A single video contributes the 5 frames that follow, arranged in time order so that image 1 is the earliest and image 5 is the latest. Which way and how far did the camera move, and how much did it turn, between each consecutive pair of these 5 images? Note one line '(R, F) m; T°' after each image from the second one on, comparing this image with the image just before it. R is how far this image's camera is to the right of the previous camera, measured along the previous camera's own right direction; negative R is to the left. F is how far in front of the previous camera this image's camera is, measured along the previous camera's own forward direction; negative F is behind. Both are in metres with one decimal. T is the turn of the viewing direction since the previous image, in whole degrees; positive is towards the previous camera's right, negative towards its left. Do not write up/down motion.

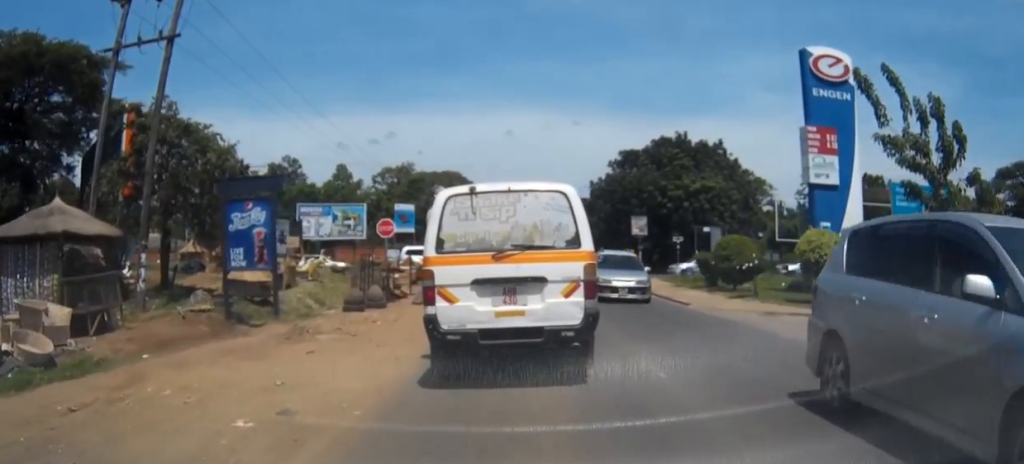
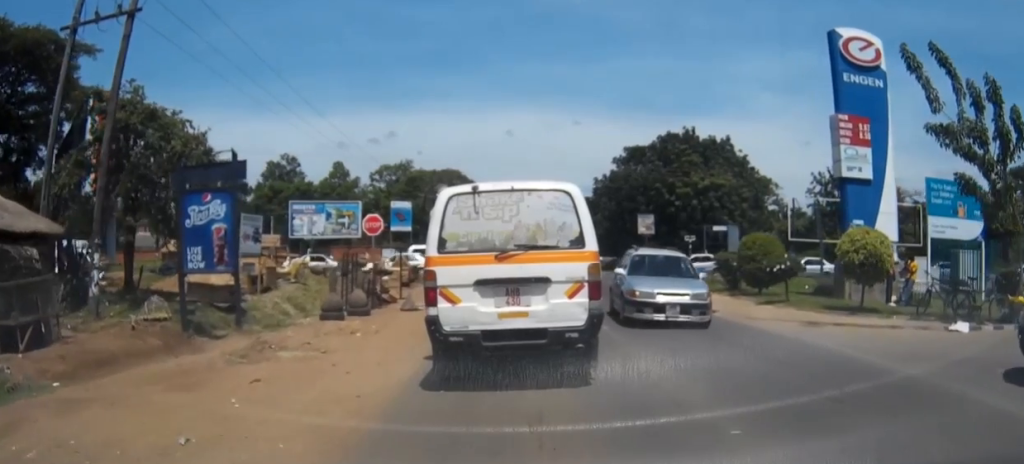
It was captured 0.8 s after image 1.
(0.0, +2.8) m; -1°
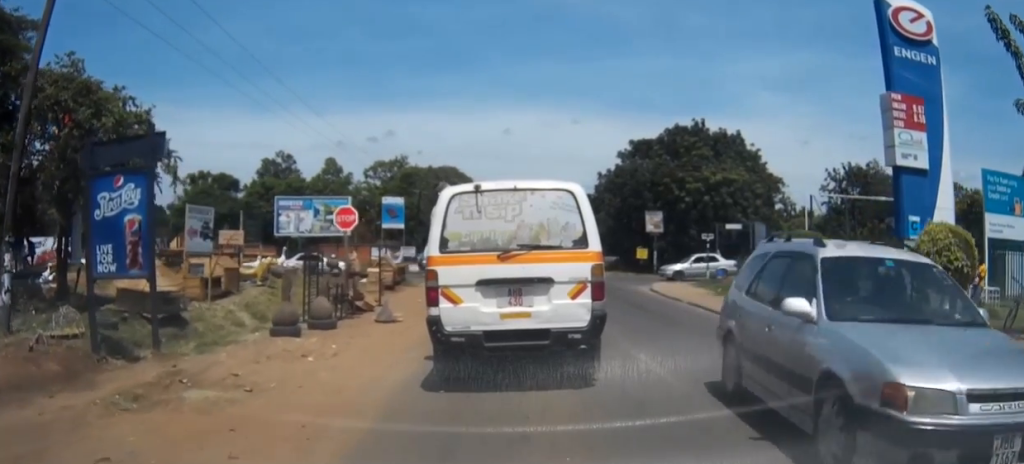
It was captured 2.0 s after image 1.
(-0.1, +4.0) m; 0°
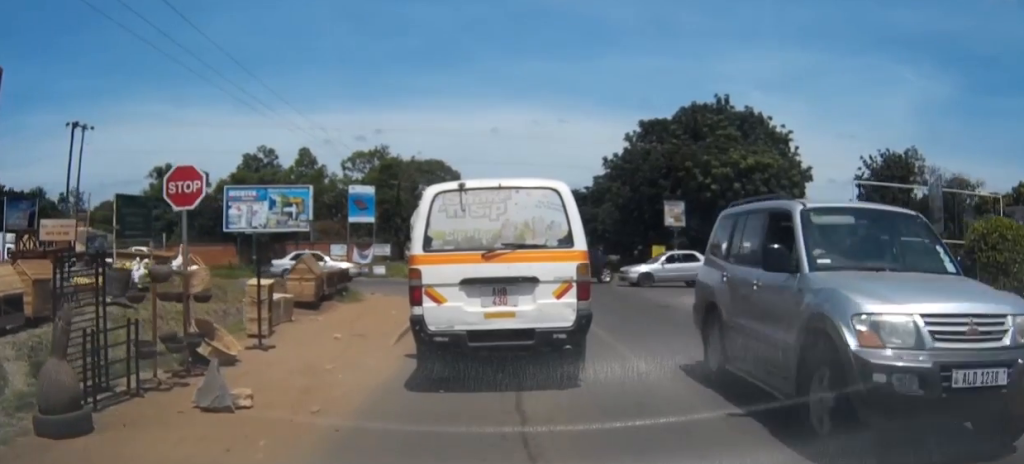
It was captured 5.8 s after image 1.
(+0.2, +10.4) m; +2°
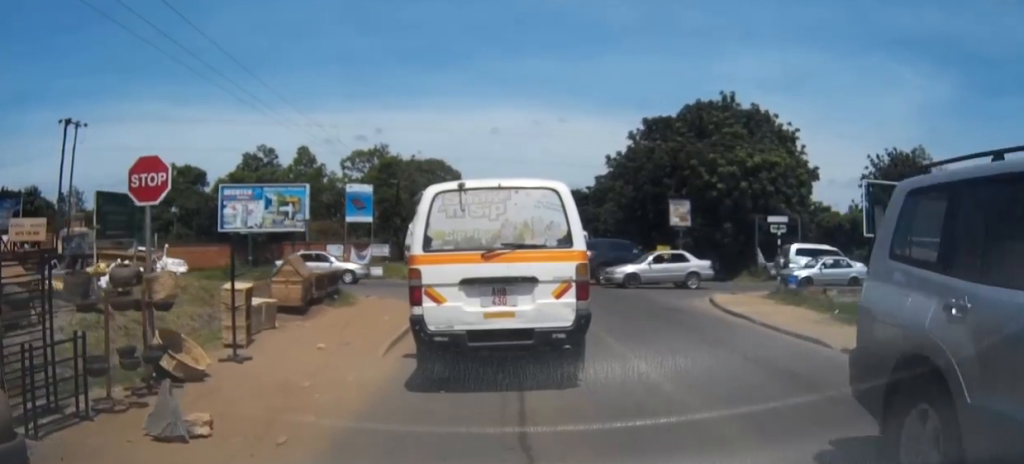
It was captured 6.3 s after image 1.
(0.0, +1.2) m; +1°
